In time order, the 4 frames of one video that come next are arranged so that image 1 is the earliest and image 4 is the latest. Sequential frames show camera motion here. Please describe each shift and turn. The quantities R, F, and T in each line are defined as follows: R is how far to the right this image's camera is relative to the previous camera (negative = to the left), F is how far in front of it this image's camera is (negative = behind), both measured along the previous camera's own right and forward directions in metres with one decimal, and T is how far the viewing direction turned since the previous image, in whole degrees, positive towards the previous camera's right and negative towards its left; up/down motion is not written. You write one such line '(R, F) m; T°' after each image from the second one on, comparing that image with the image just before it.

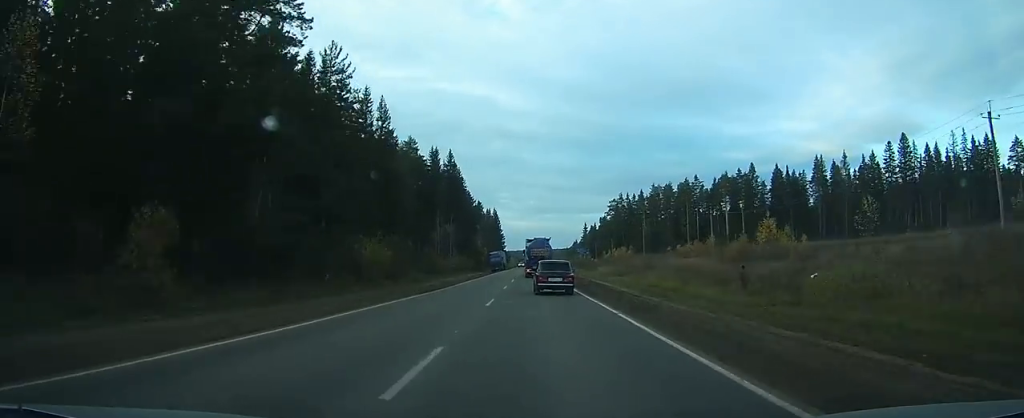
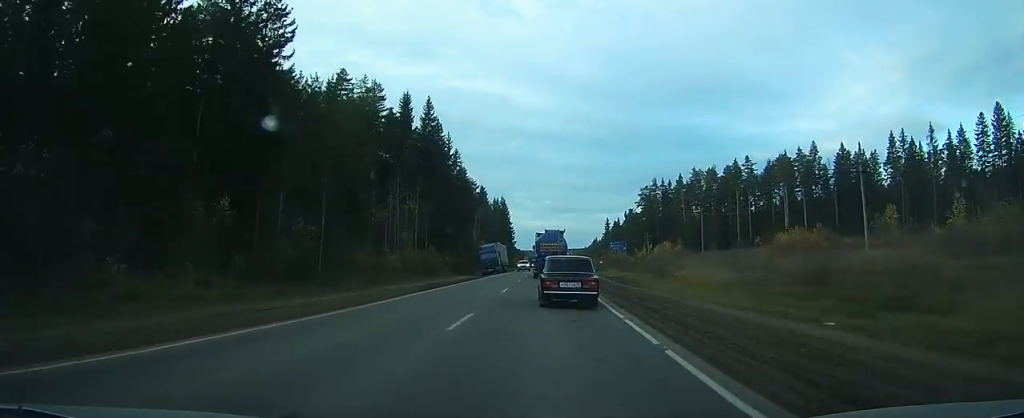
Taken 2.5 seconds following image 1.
(-0.5, +47.0) m; -1°
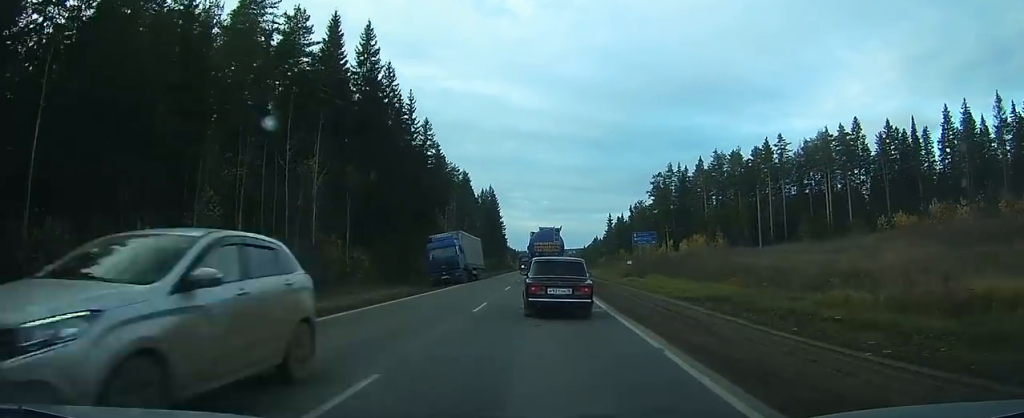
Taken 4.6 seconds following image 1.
(-0.1, +35.7) m; 0°
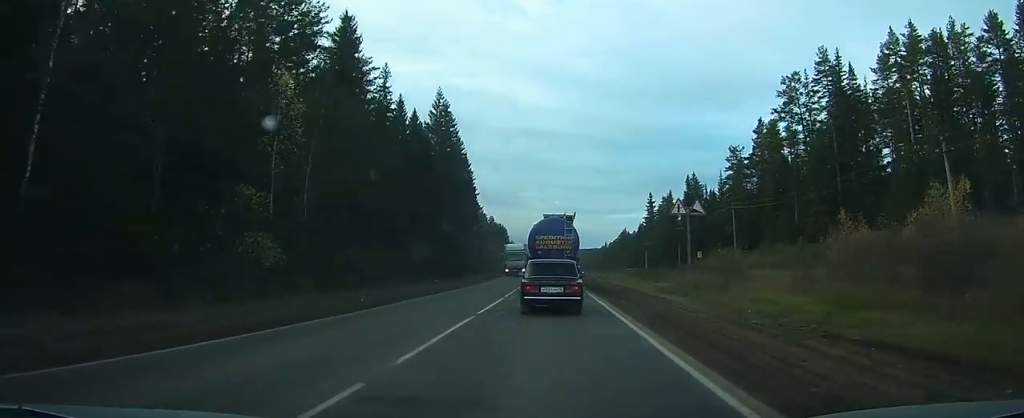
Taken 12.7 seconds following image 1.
(+1.3, +104.1) m; +1°
